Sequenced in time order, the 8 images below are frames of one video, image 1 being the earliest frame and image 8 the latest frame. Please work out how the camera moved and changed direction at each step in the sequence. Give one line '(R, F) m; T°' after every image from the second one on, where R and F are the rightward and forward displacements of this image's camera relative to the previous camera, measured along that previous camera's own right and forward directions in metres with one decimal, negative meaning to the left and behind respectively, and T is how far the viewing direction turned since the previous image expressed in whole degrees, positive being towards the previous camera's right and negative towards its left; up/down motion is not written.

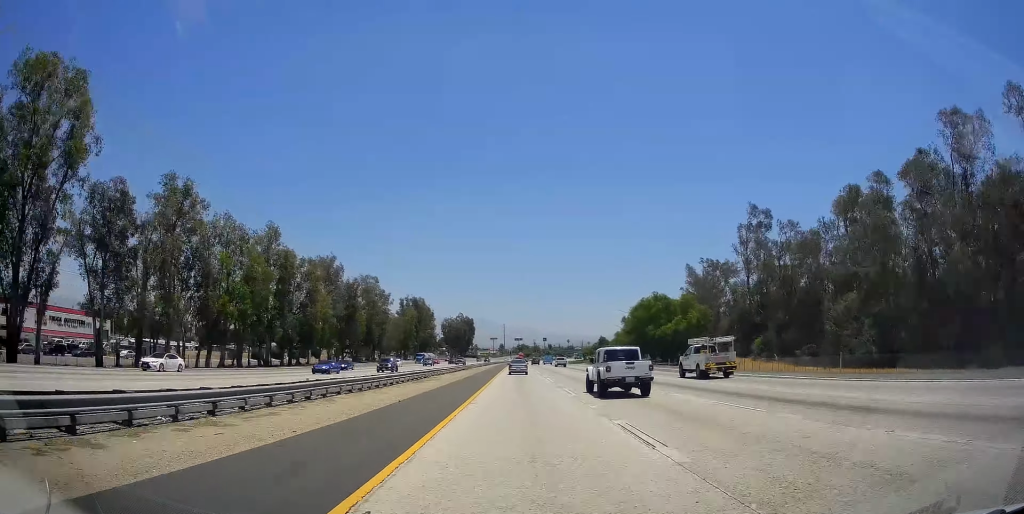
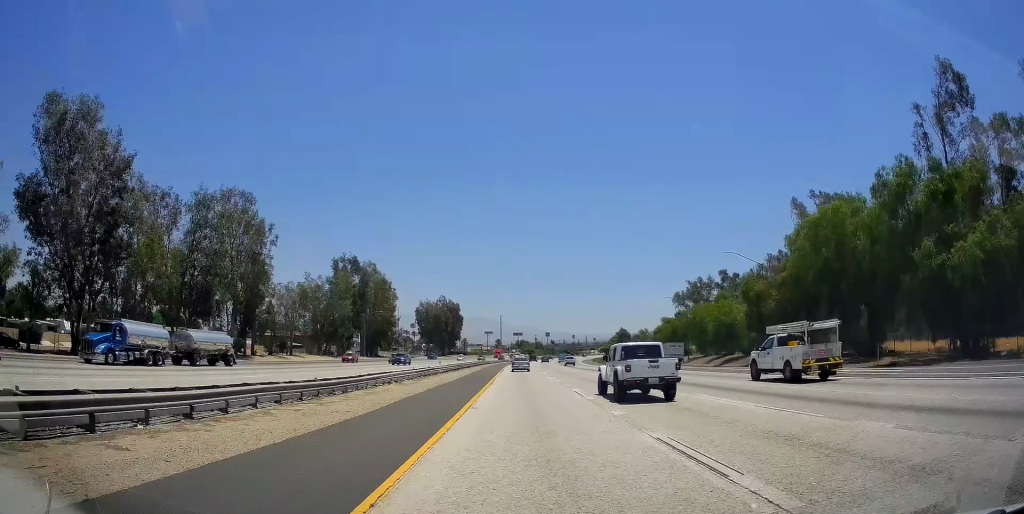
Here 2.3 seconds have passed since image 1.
(0.0, +75.2) m; 0°
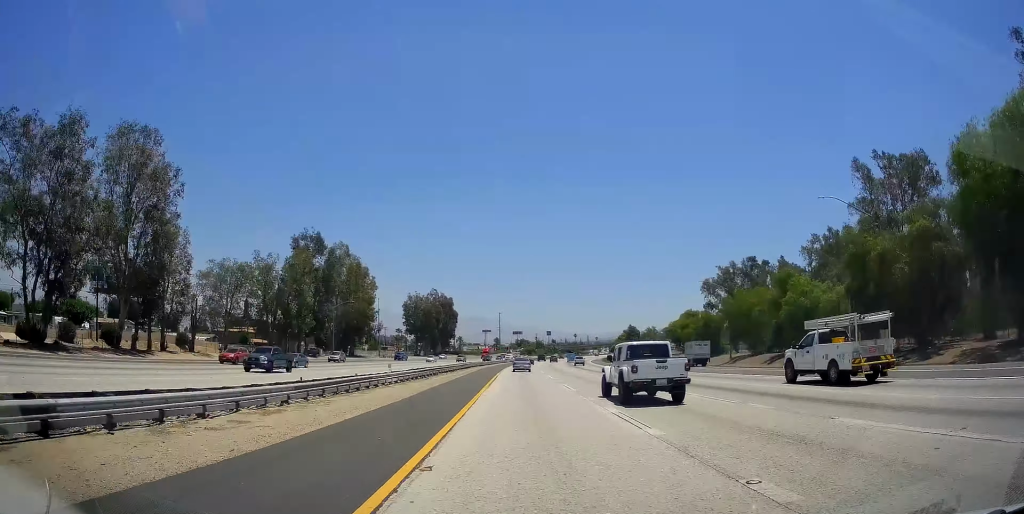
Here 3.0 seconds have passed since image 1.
(0.0, +24.2) m; 0°
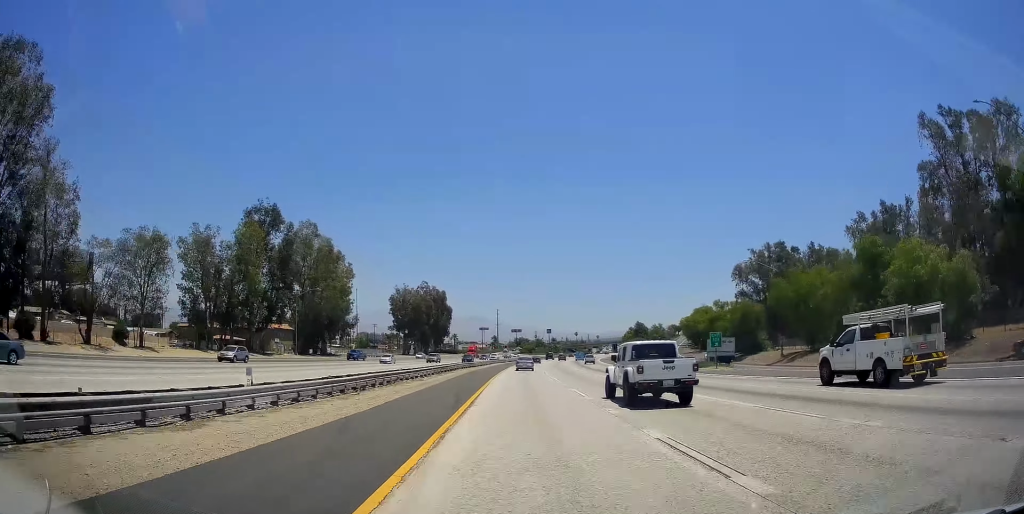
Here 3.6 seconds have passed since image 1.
(0.0, +19.5) m; 0°
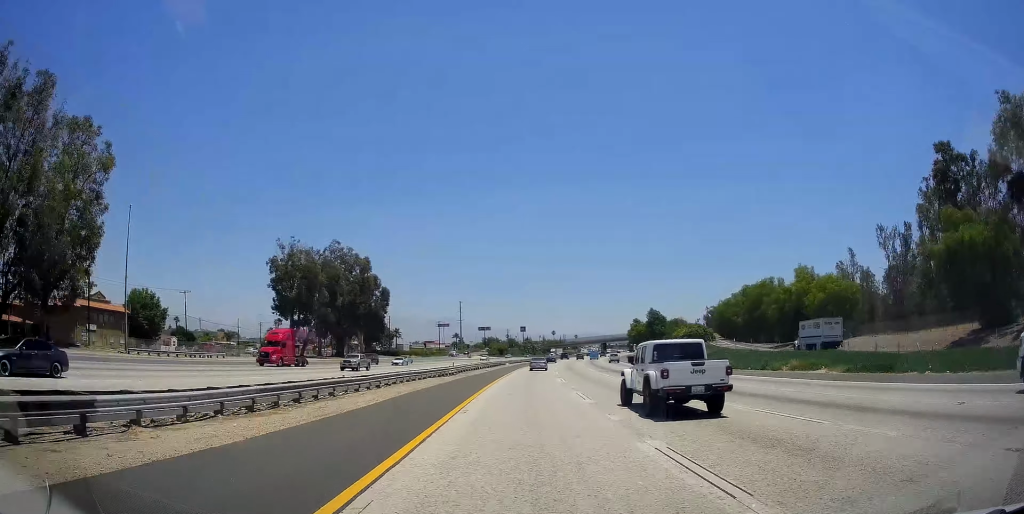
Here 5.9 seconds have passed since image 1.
(+0.5, +73.0) m; +2°
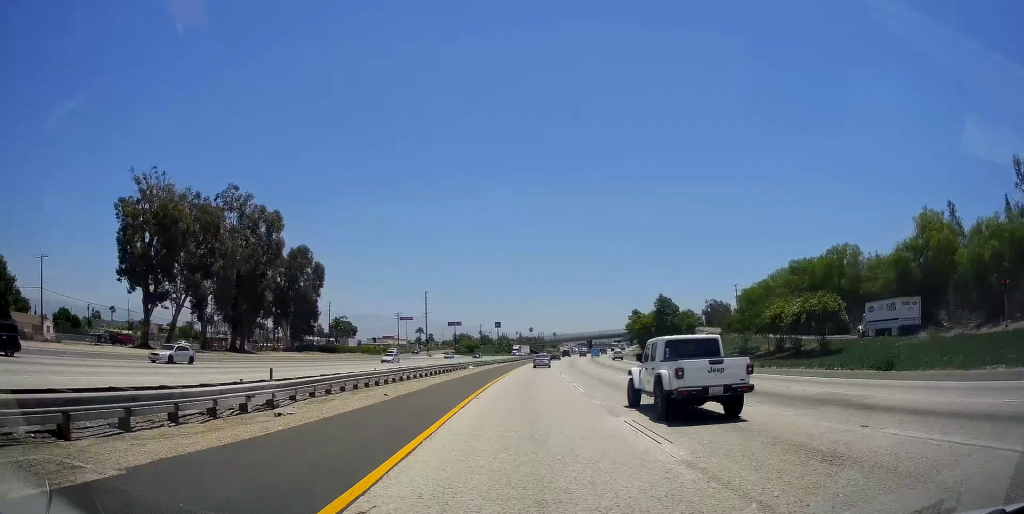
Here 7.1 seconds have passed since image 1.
(+0.7, +40.4) m; +2°
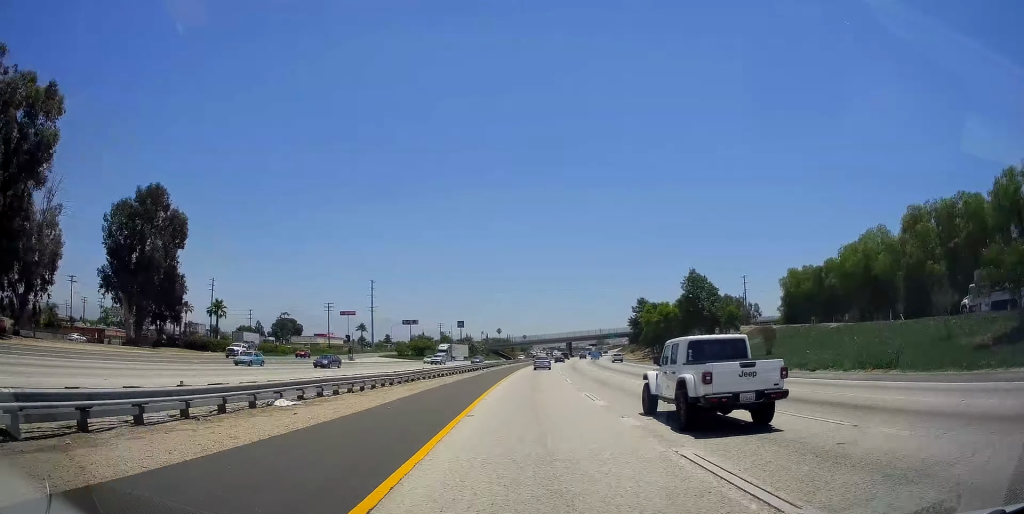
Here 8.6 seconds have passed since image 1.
(+1.4, +48.4) m; +3°
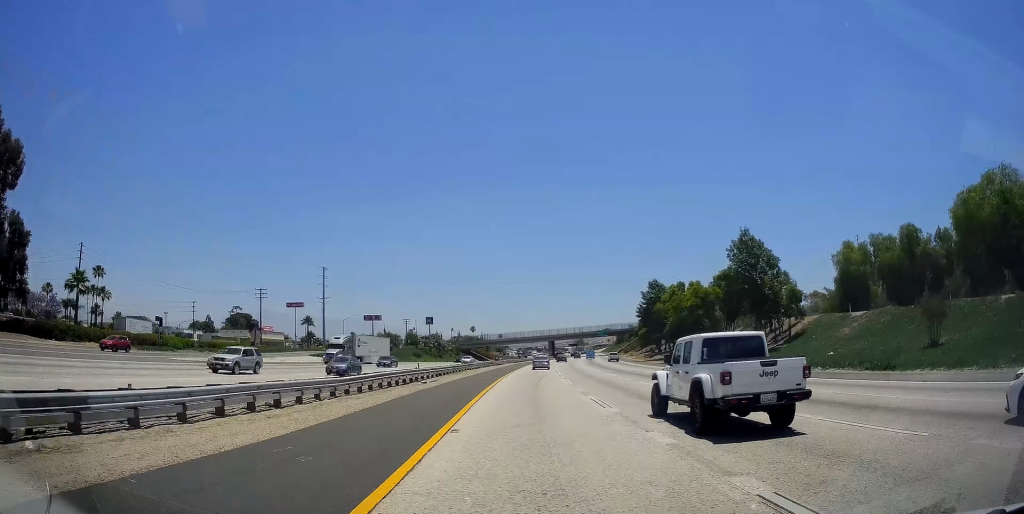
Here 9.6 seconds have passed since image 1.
(+0.4, +32.0) m; +2°
